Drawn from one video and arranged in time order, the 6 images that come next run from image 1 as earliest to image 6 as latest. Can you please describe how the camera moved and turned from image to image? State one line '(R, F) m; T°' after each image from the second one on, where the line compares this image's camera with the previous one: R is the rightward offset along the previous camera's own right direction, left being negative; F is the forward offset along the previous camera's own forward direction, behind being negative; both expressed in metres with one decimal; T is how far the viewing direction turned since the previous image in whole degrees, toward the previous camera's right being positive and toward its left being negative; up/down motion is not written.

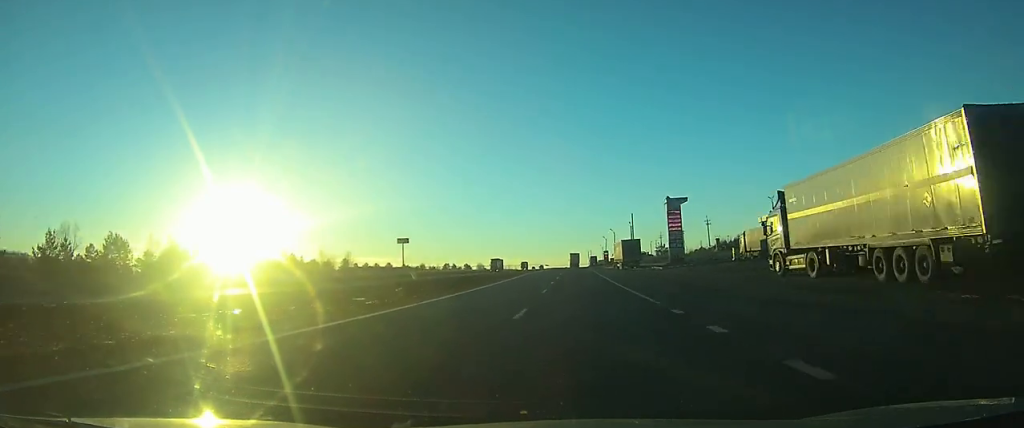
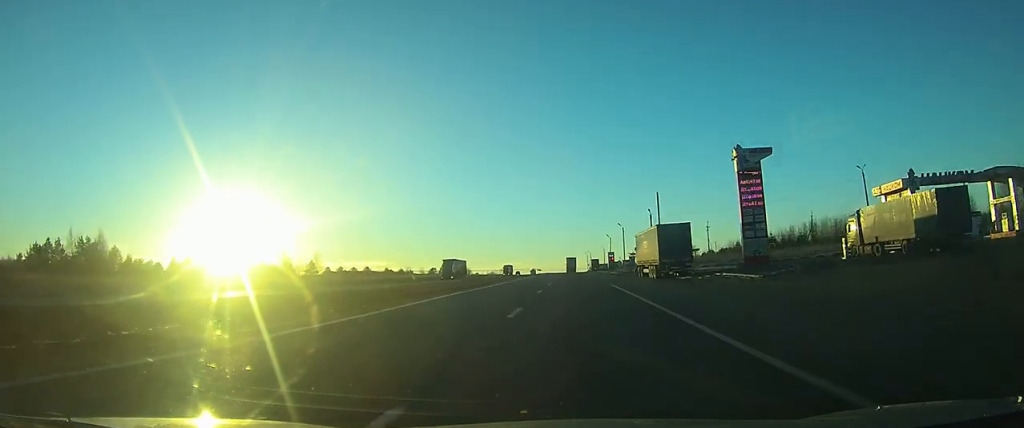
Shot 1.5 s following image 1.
(+0.1, +36.2) m; 0°
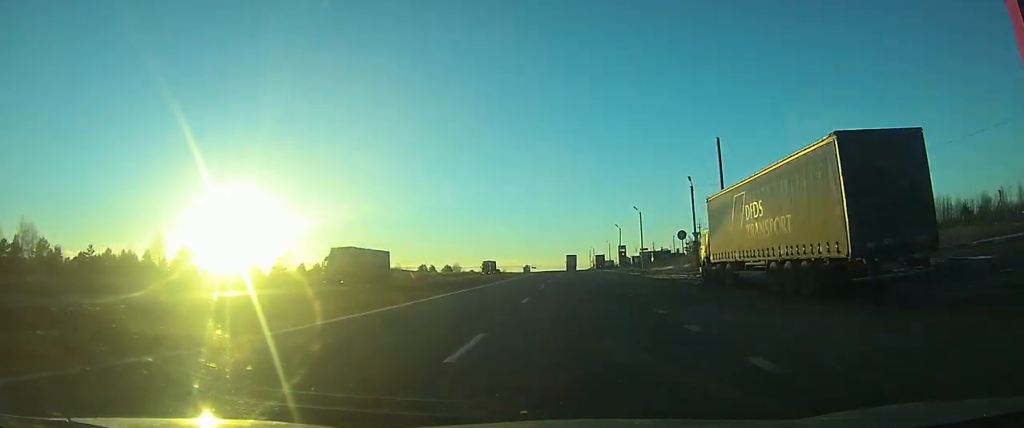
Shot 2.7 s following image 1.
(+0.1, +30.4) m; 0°
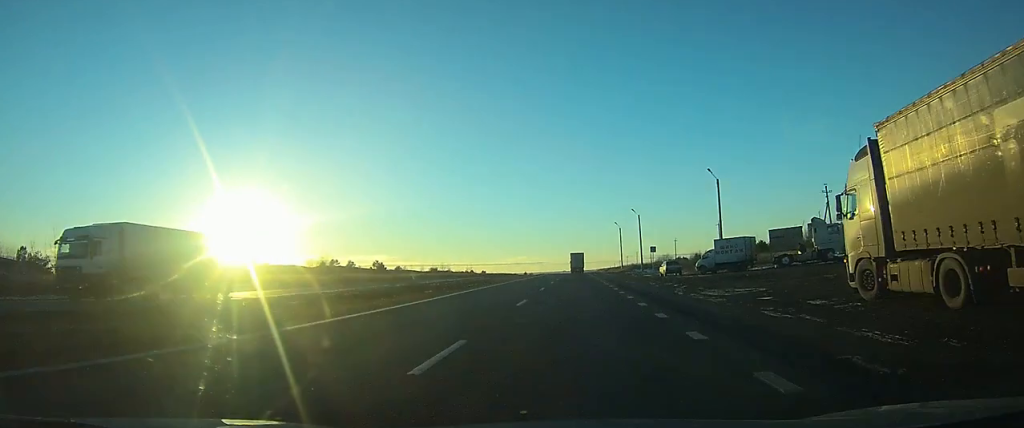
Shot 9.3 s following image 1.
(-0.9, +154.1) m; -1°
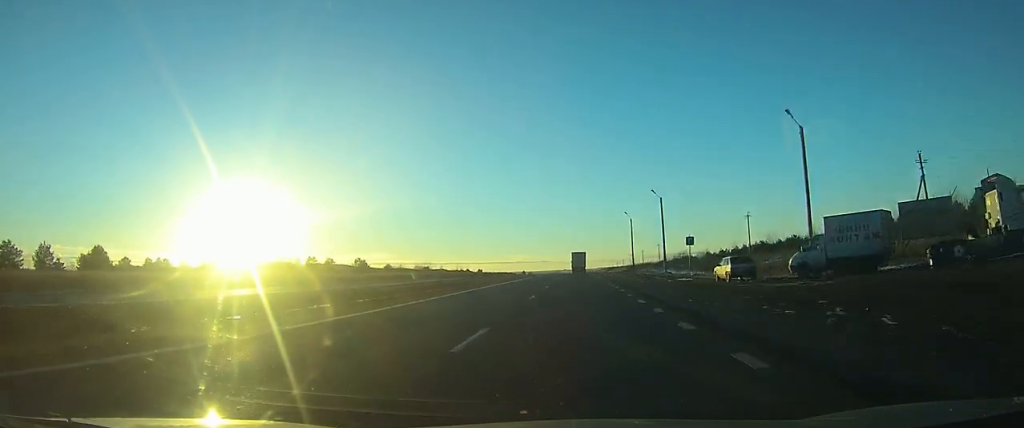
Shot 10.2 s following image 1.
(0.0, +23.1) m; 0°
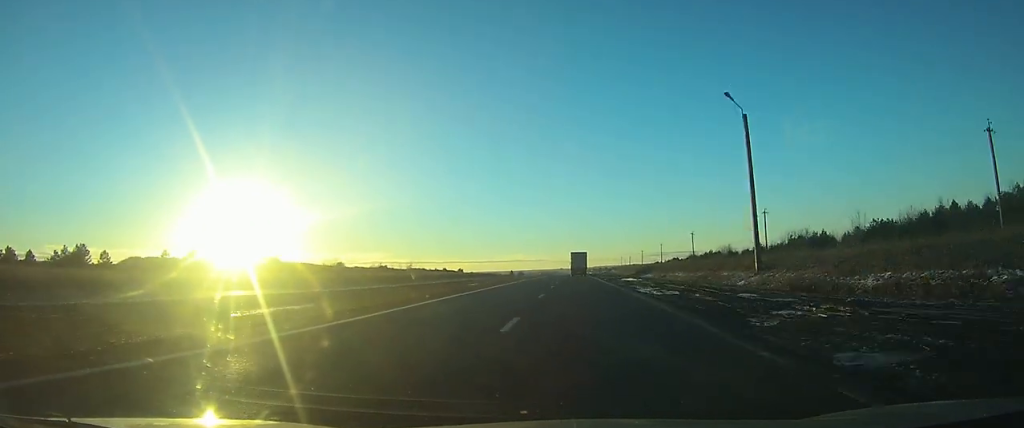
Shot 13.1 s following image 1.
(-0.3, +70.5) m; 0°
